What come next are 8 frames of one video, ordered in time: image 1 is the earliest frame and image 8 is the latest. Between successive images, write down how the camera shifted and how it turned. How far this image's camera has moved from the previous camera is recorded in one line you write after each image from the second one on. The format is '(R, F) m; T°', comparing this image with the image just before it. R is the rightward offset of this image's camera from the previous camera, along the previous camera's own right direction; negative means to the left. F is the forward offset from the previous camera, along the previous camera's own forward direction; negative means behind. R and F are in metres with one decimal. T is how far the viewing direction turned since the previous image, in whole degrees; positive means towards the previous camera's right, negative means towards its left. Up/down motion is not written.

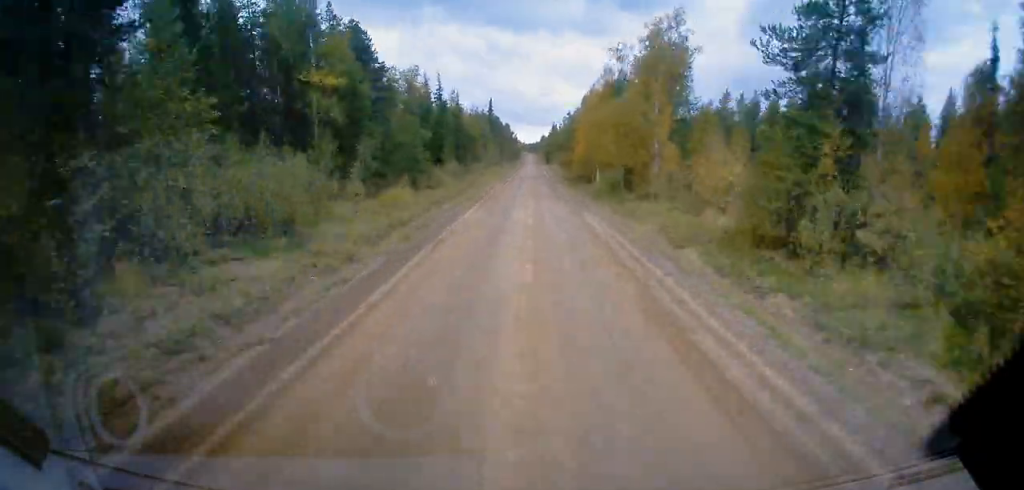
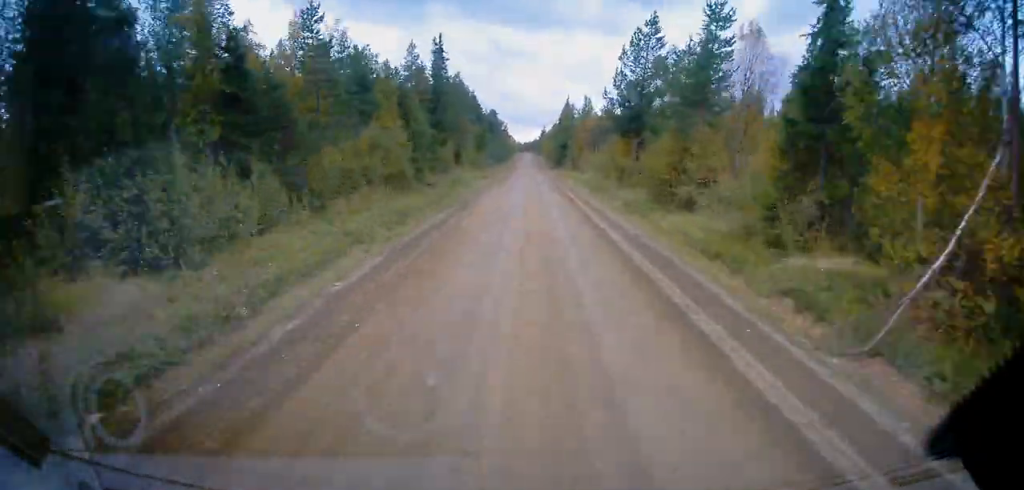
(+0.4, +80.6) m; 0°
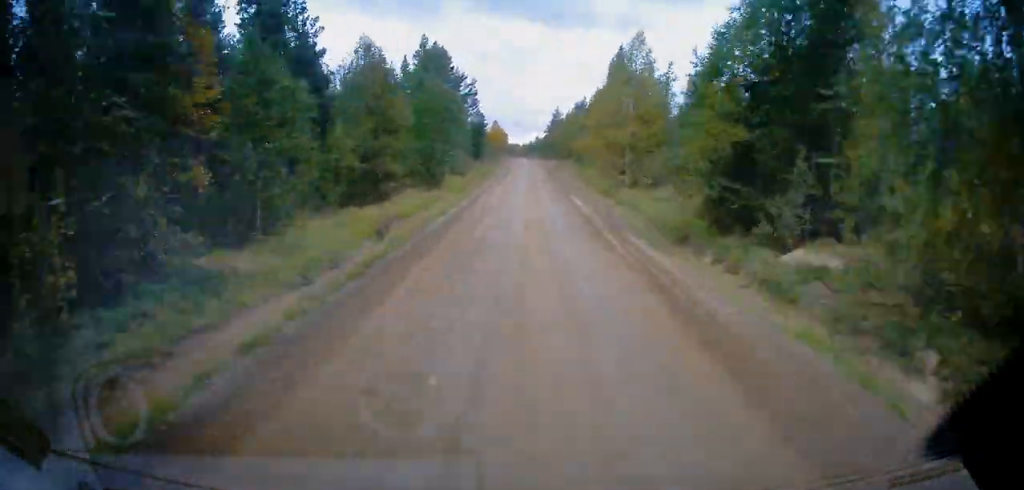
(-0.4, +109.0) m; 0°
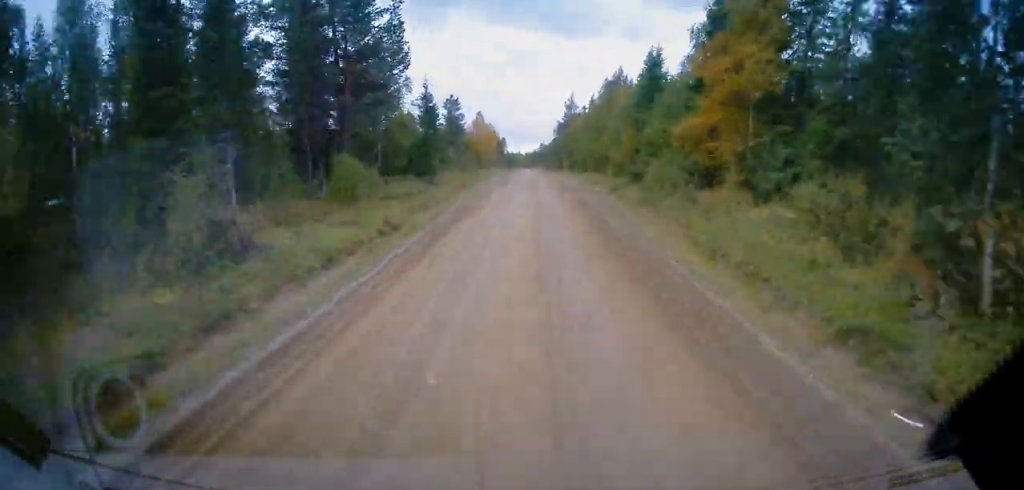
(+0.2, +40.3) m; -1°
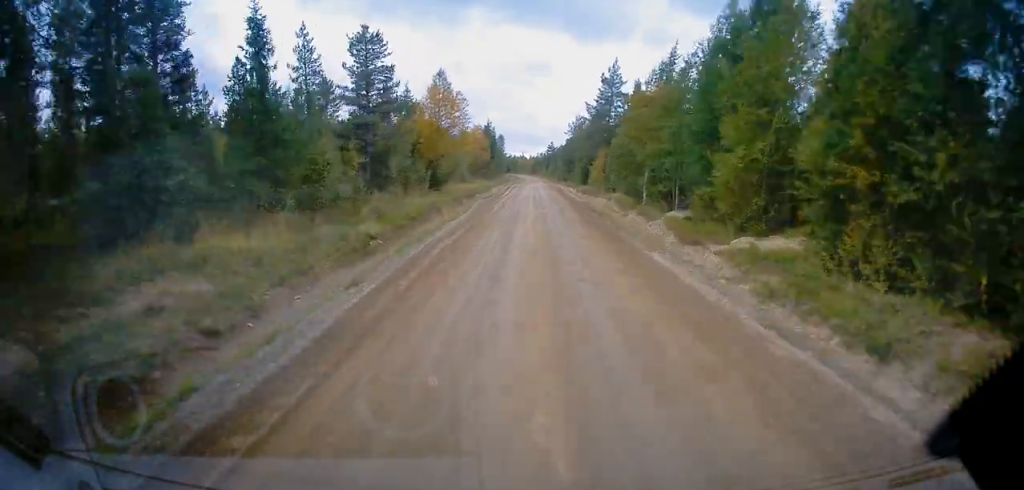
(+0.5, +37.9) m; -3°
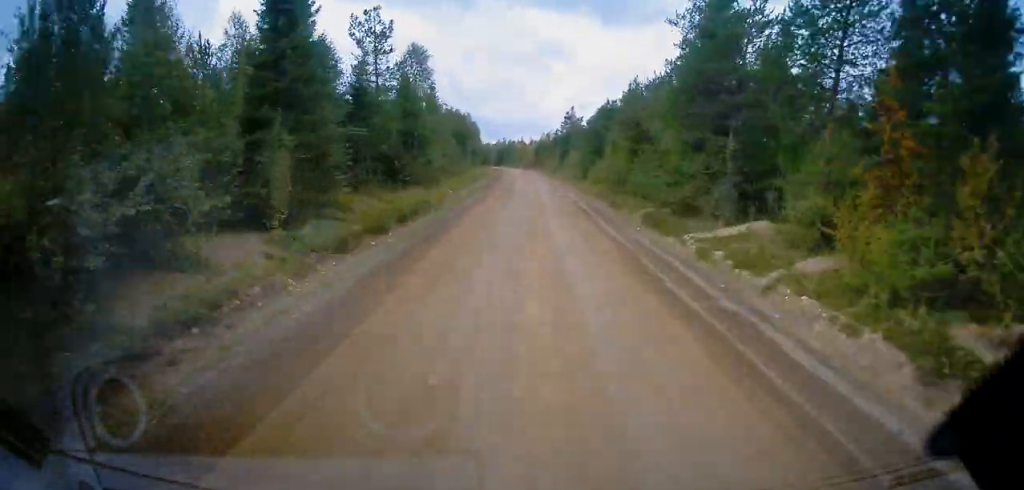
(+4.0, +86.5) m; +6°
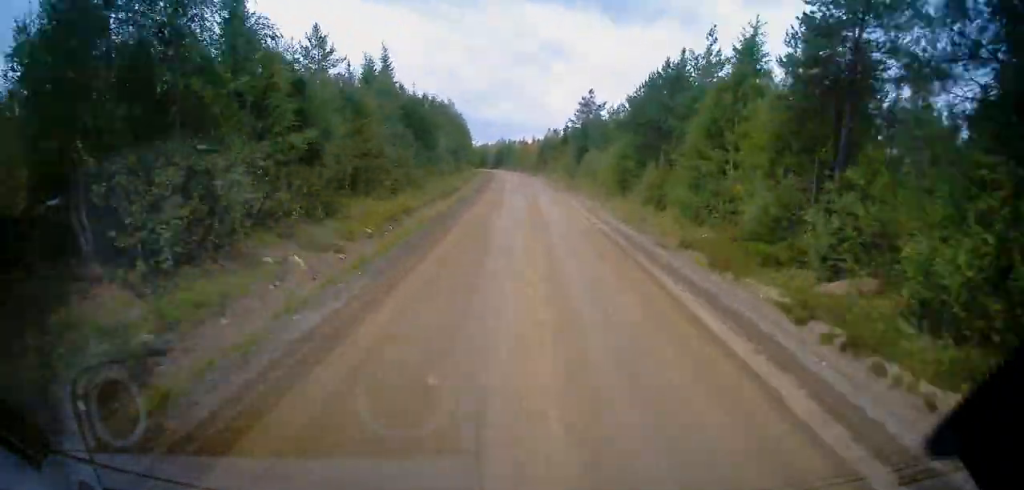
(+2.4, +25.0) m; 0°
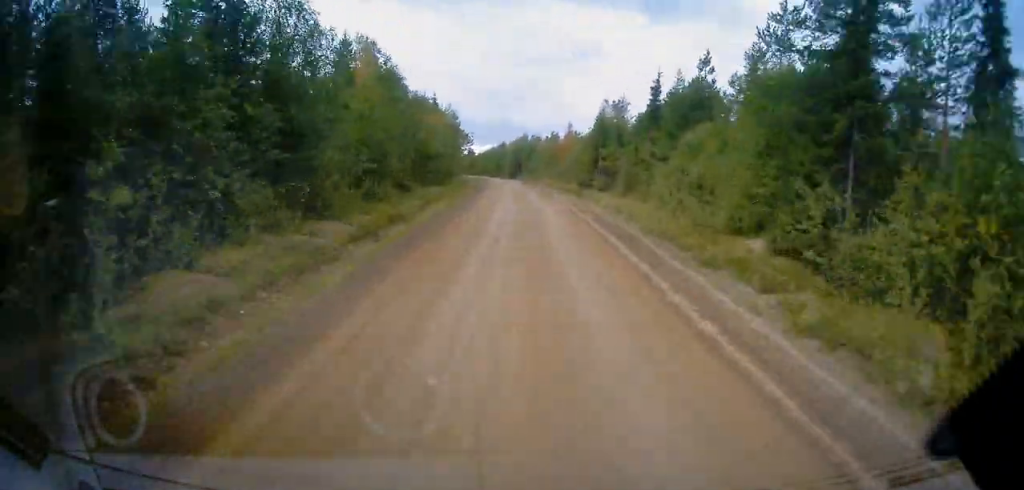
(-5.9, +56.3) m; -7°
